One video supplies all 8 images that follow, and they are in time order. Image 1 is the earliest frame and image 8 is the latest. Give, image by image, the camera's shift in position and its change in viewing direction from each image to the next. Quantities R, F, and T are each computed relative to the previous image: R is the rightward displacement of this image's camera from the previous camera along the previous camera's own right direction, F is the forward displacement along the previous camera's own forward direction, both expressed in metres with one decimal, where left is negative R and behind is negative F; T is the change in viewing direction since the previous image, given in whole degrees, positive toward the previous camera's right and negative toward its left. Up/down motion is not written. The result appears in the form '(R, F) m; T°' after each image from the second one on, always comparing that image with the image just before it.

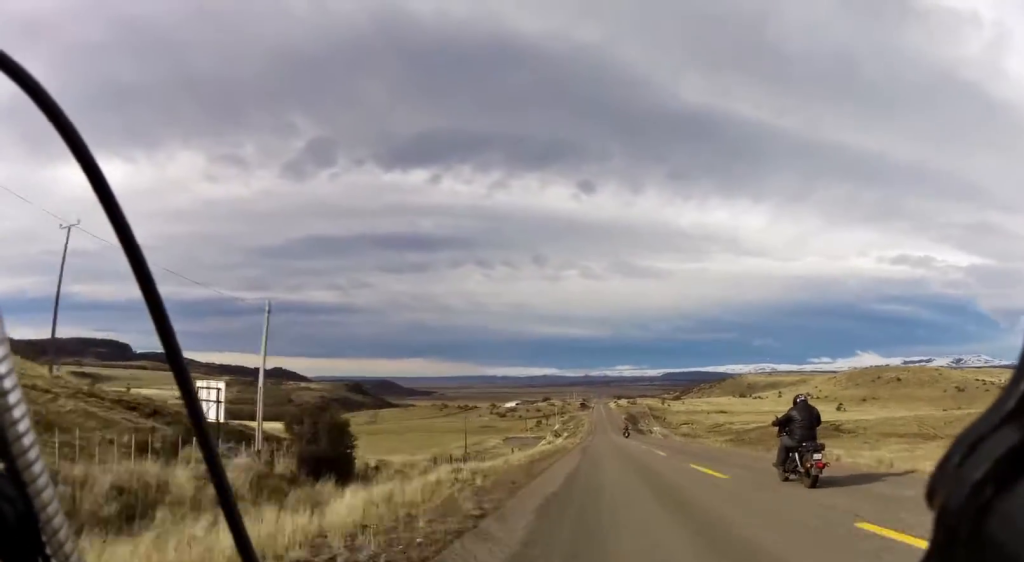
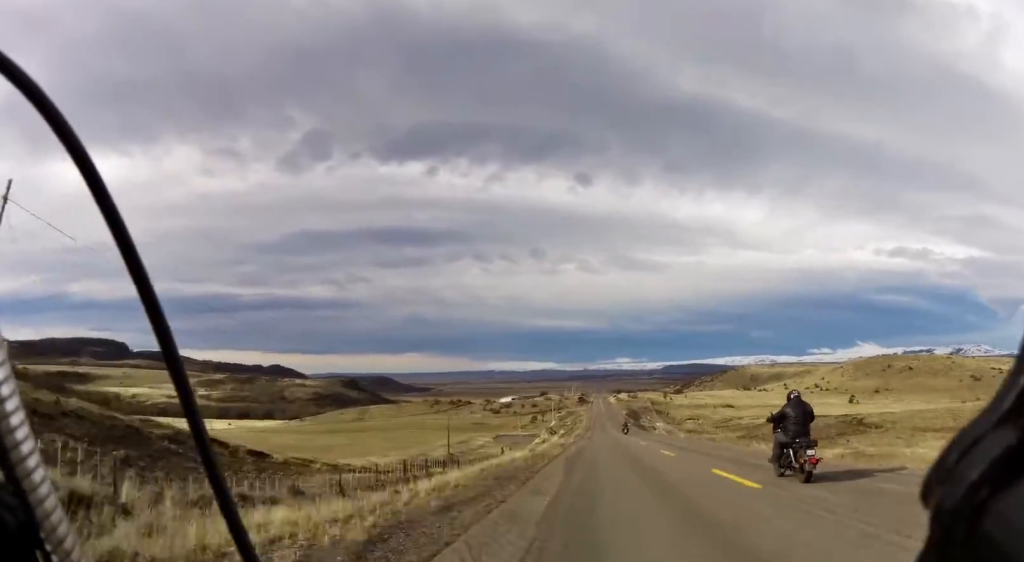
(-0.2, +14.3) m; -1°
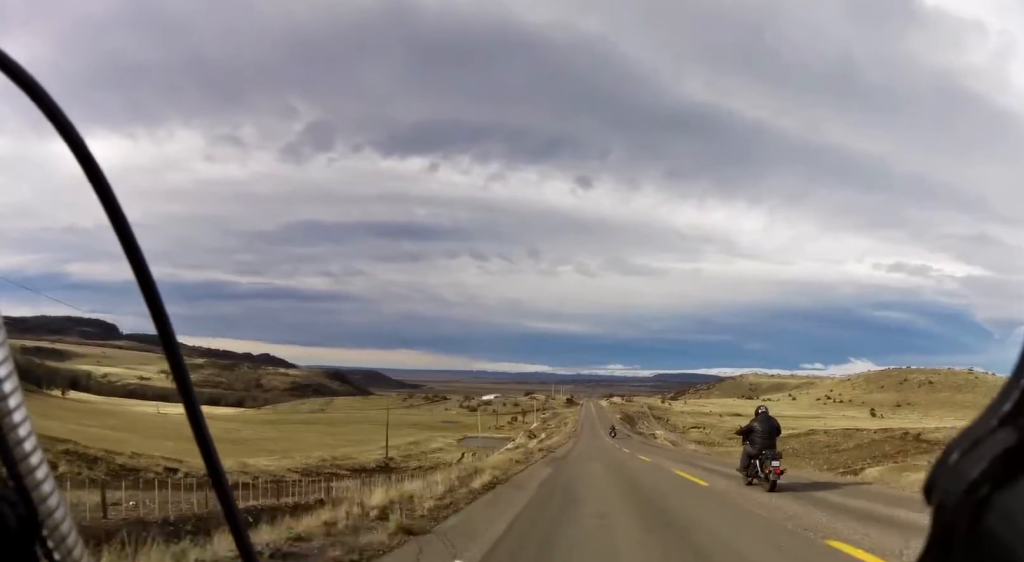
(-0.7, +29.4) m; 0°
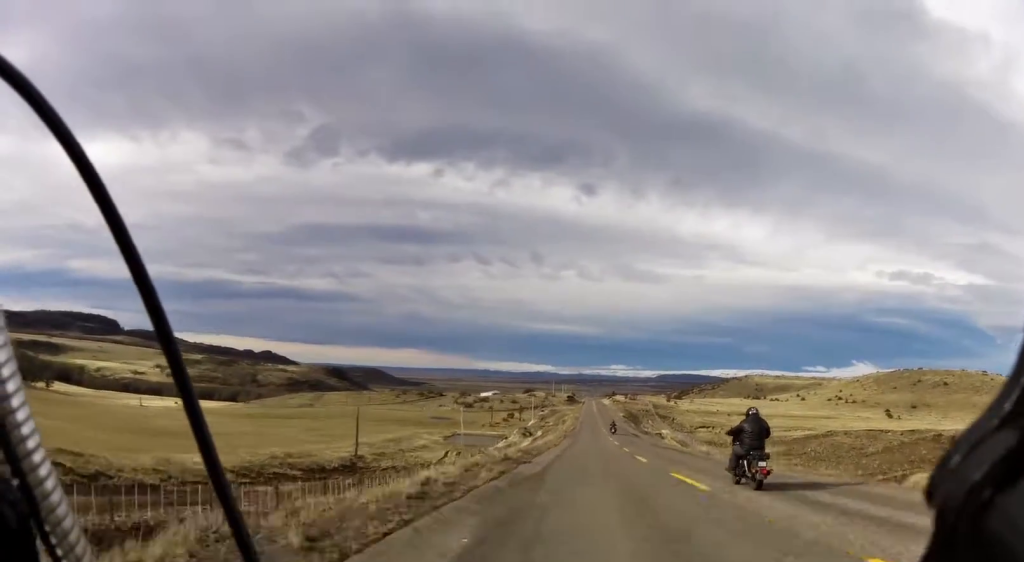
(+0.8, +11.6) m; 0°
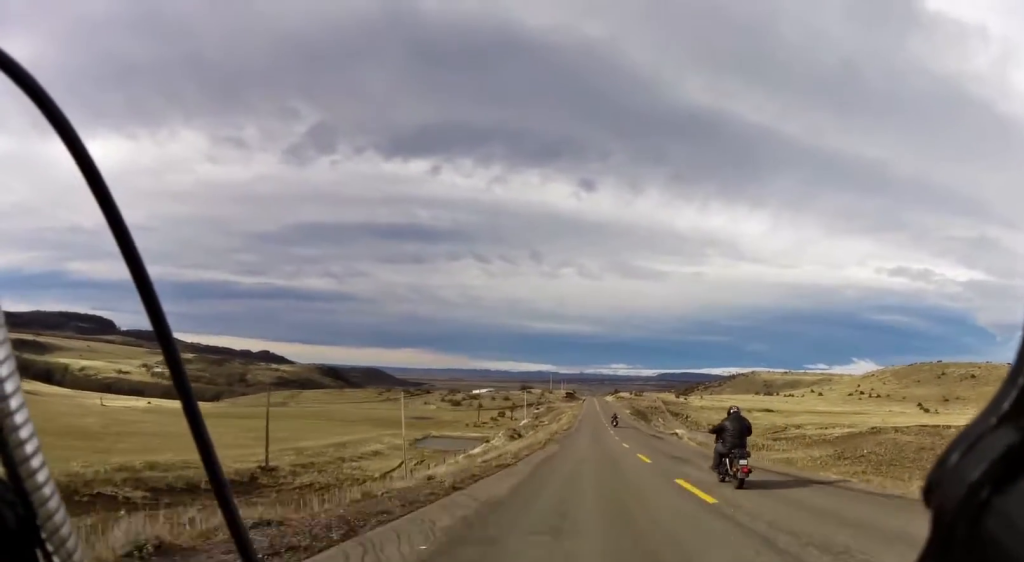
(-0.8, +22.3) m; -1°
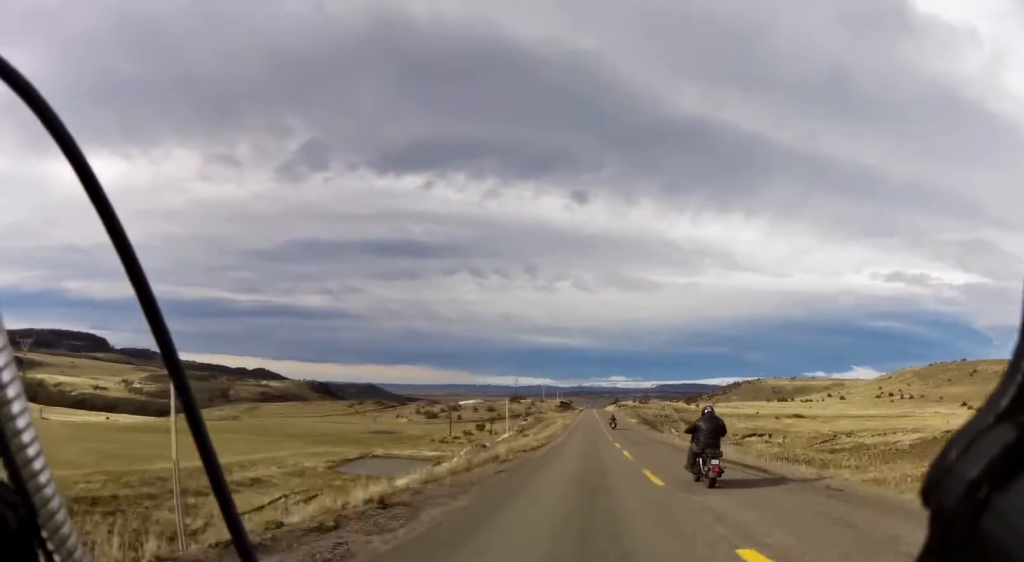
(+0.1, +26.7) m; 0°
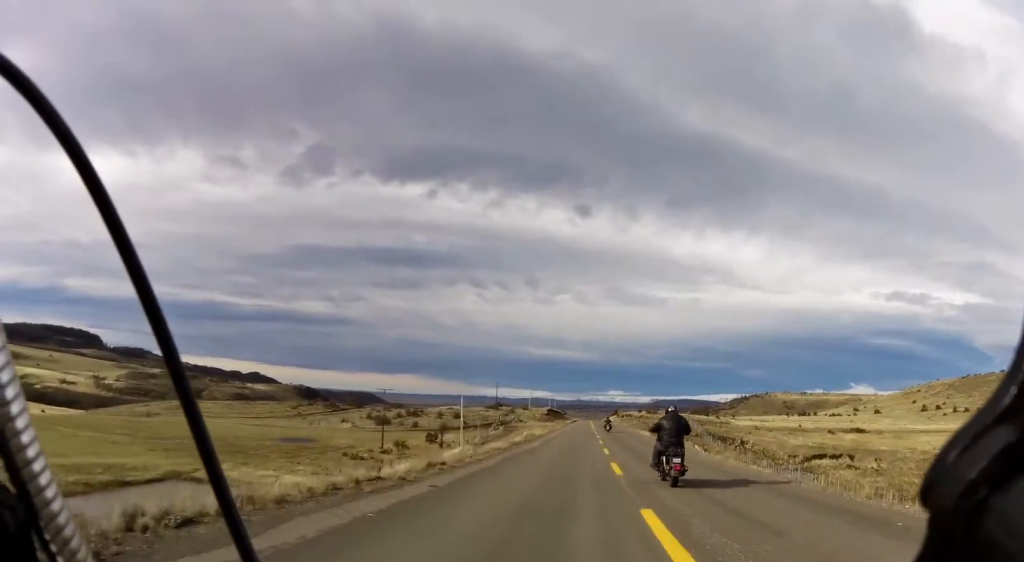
(-0.2, +35.7) m; +2°
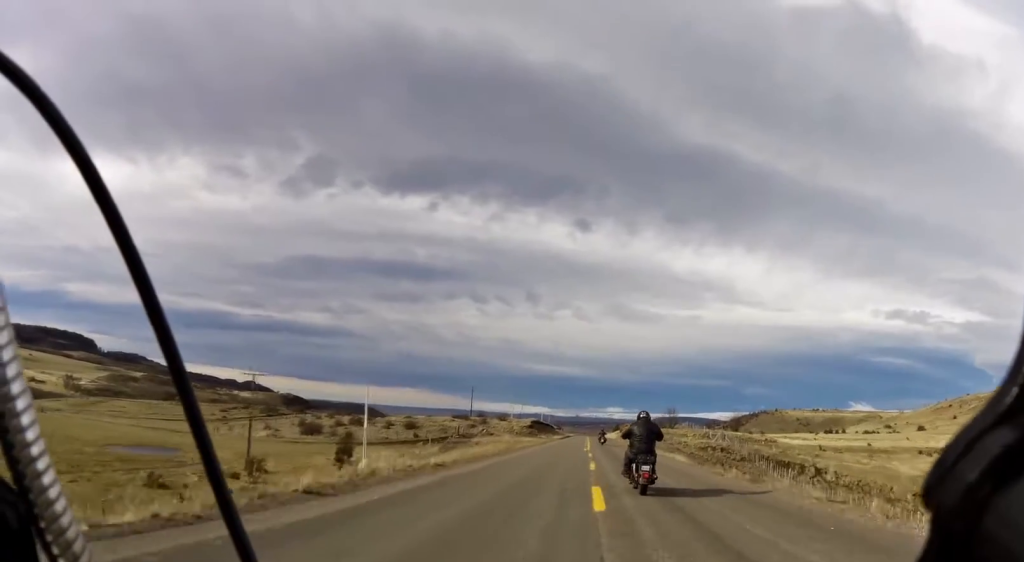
(+1.0, +32.5) m; 0°
